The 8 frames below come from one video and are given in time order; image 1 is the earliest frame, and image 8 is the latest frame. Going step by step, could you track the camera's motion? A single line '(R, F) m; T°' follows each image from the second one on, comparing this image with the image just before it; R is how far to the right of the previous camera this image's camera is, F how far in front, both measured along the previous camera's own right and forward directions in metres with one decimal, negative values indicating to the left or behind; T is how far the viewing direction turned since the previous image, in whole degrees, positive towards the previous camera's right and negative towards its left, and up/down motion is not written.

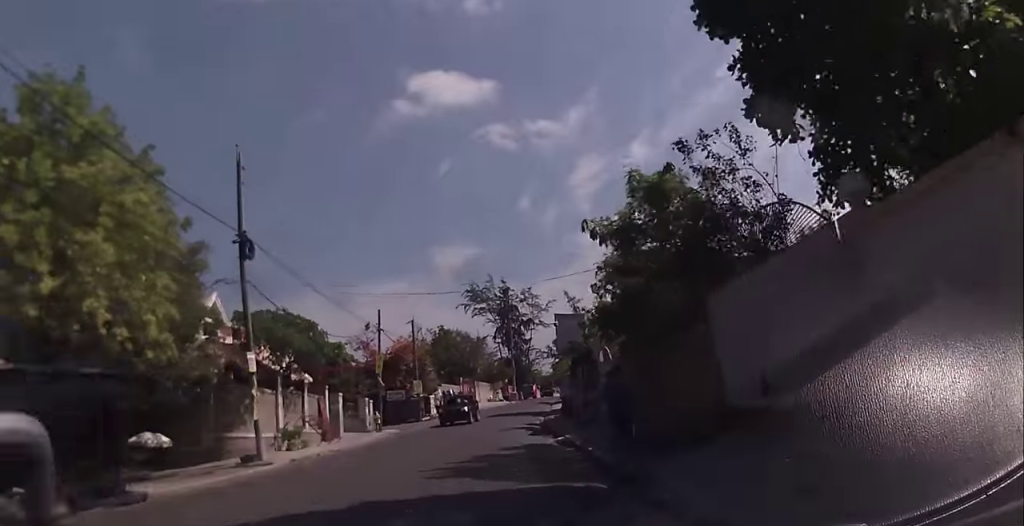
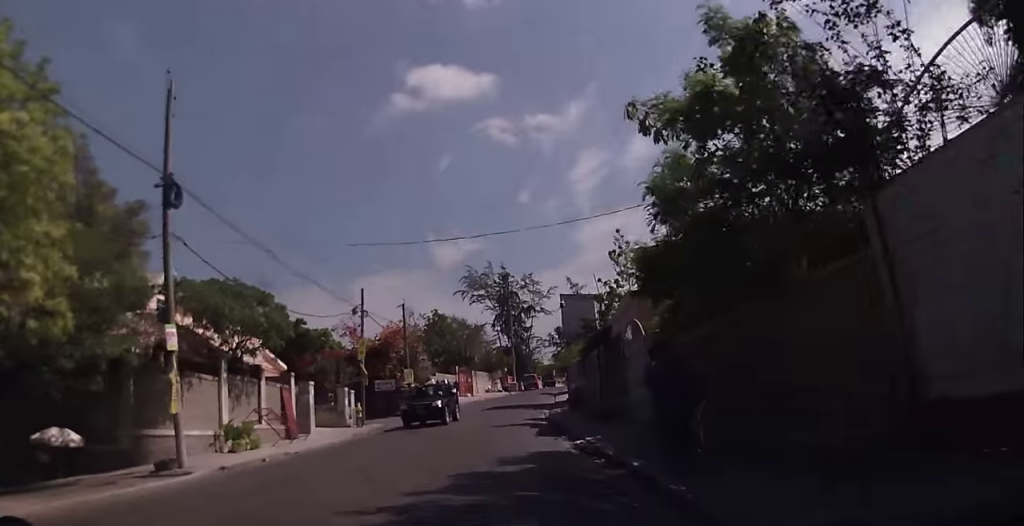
(+0.1, +5.2) m; -1°
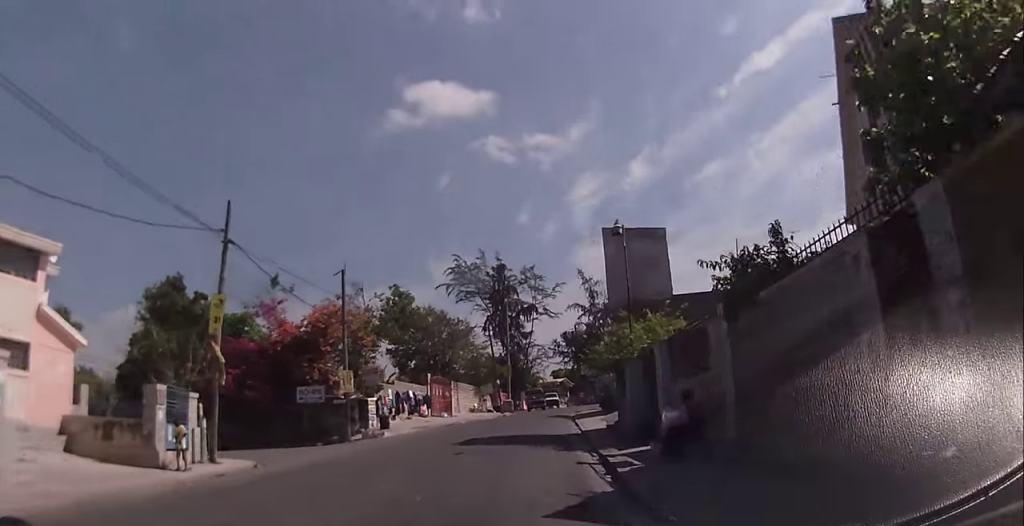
(-0.9, +20.0) m; 0°
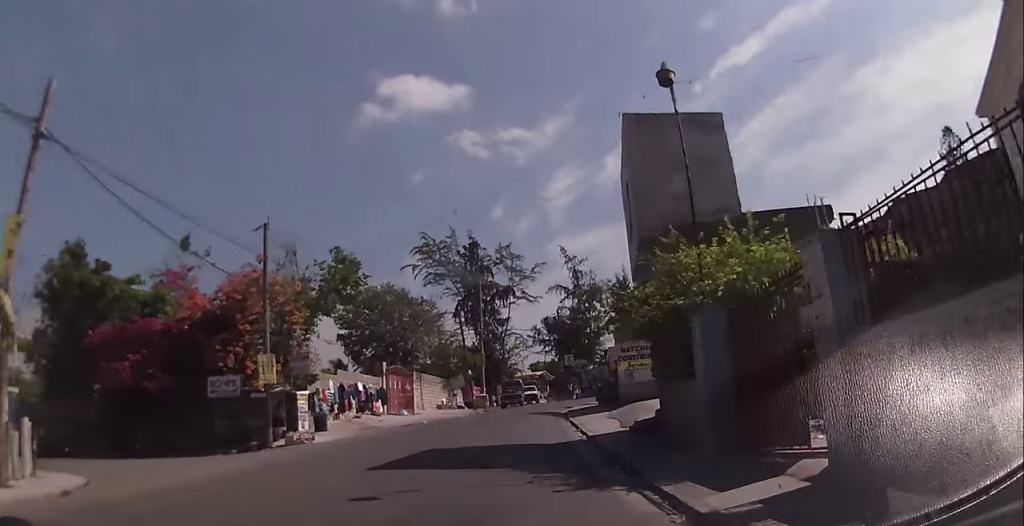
(+0.4, +8.8) m; +2°
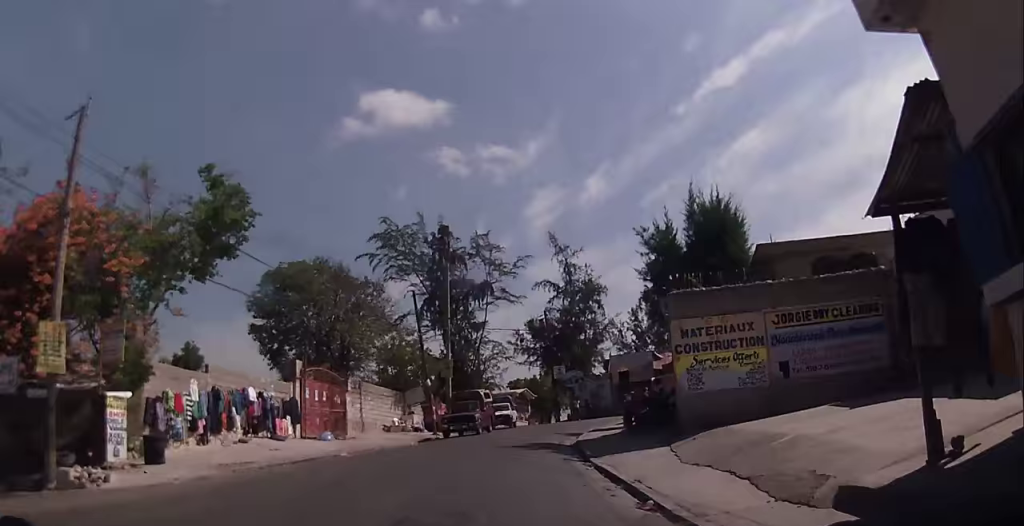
(+0.2, +13.1) m; +2°
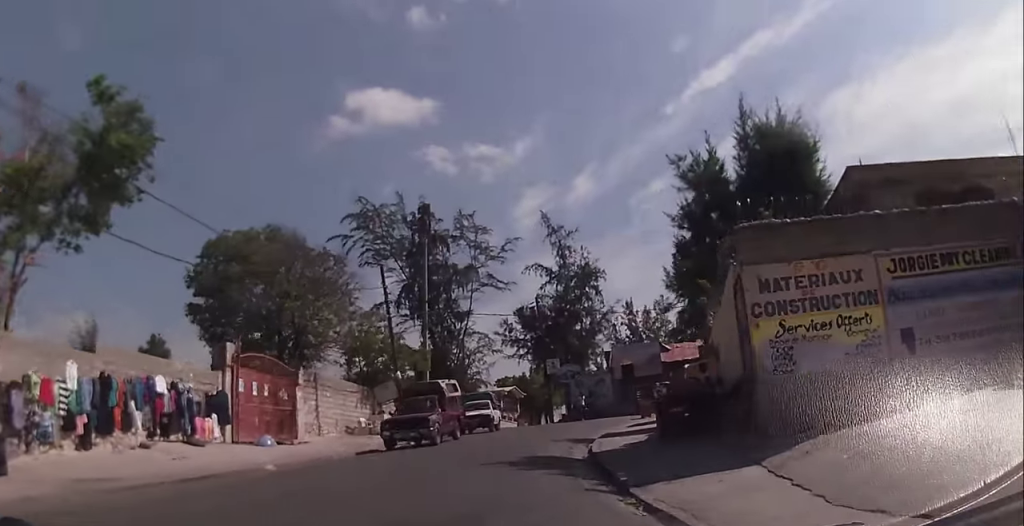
(+0.2, +5.9) m; +1°
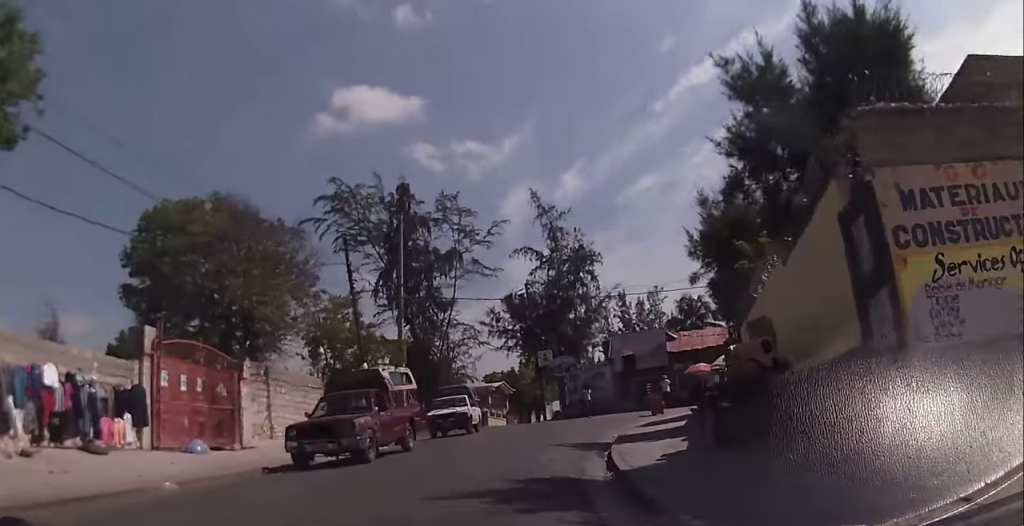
(0.0, +4.4) m; +1°
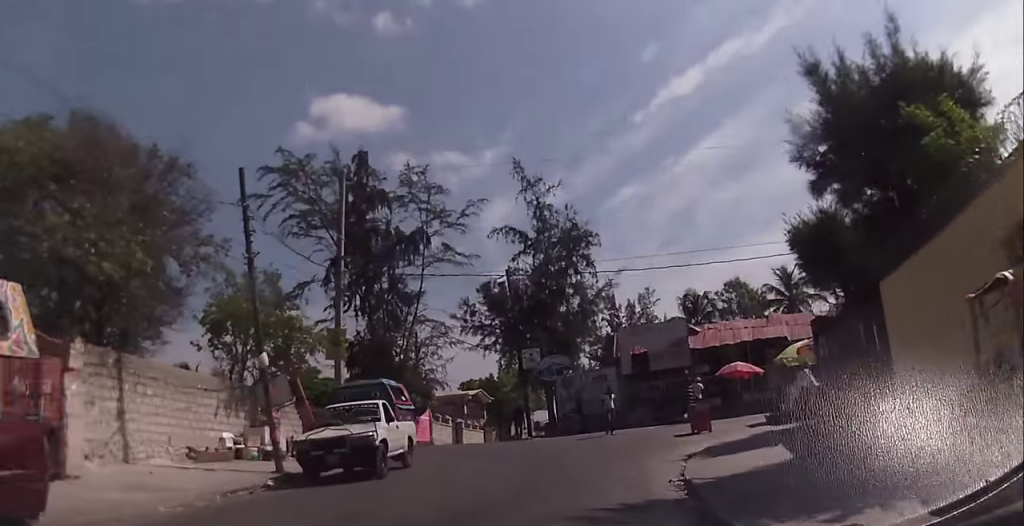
(+0.1, +8.4) m; +2°
